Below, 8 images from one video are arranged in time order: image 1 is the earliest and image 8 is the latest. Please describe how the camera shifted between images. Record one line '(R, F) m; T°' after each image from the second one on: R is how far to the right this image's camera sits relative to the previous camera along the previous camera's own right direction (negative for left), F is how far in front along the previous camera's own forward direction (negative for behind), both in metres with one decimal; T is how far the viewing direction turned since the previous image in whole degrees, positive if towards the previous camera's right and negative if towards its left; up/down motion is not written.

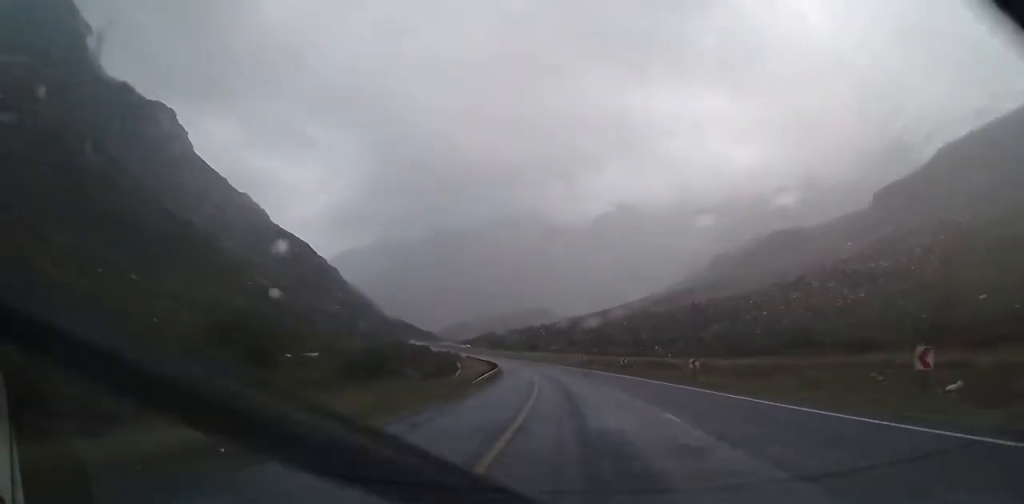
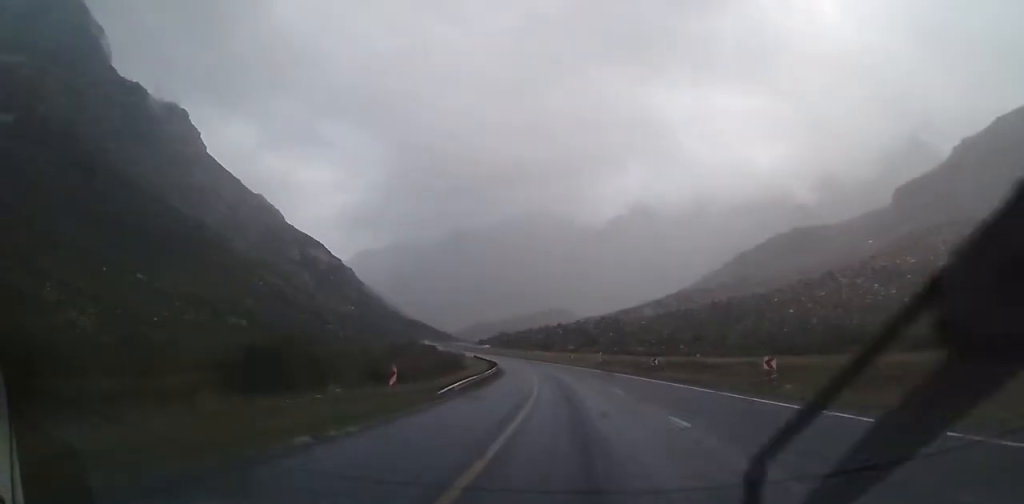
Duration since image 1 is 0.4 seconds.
(+0.5, +12.8) m; -2°
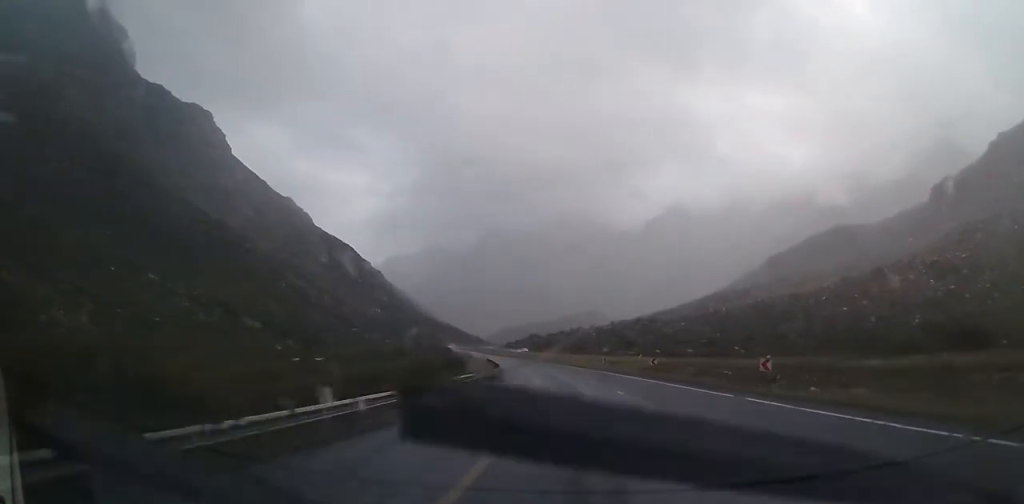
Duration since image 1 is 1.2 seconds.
(-1.7, +23.5) m; -6°
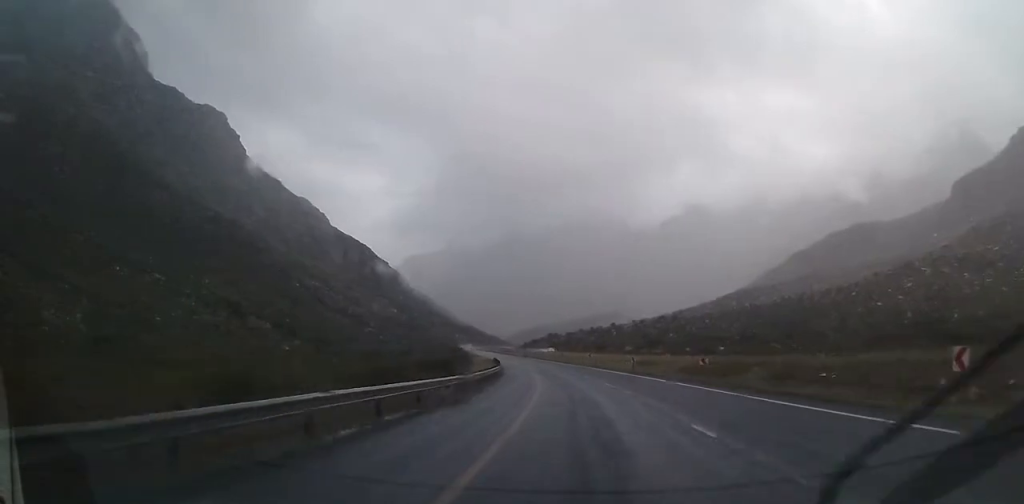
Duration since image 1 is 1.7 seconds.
(-0.5, +13.8) m; -2°
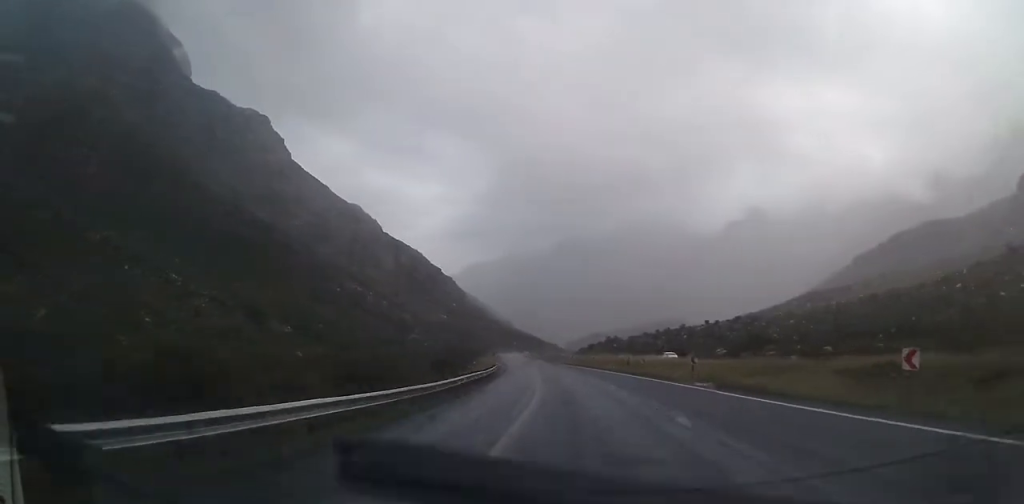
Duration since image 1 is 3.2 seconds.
(-1.8, +45.6) m; -5°
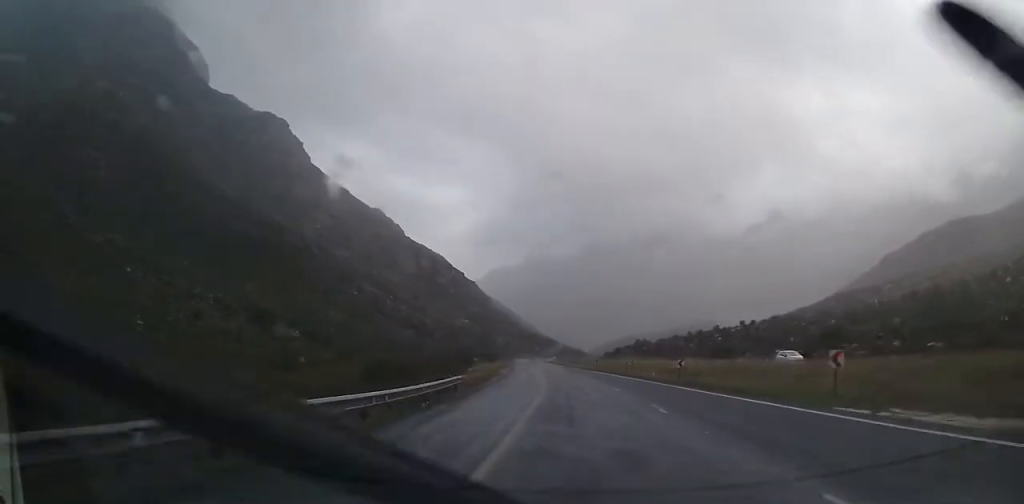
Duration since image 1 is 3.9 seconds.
(-0.6, +20.2) m; -3°
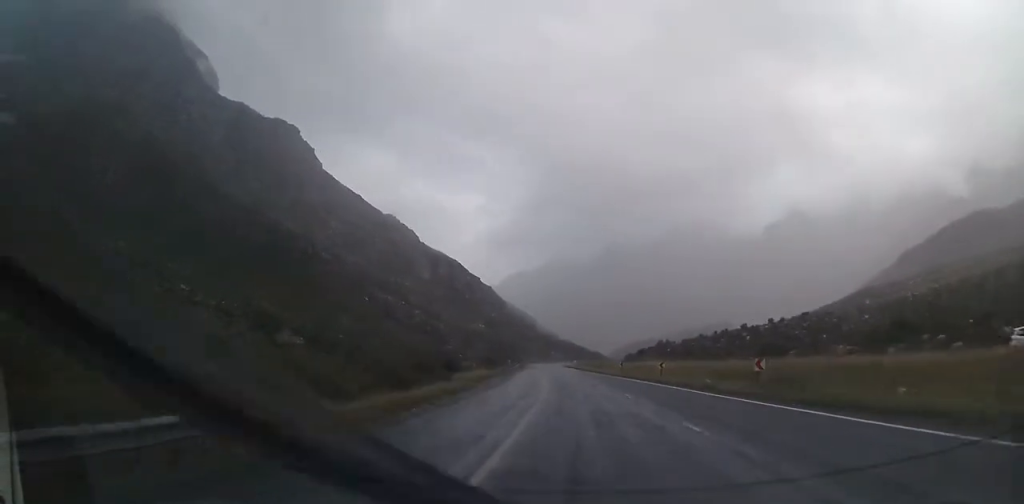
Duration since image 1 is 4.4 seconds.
(-0.1, +16.2) m; -3°
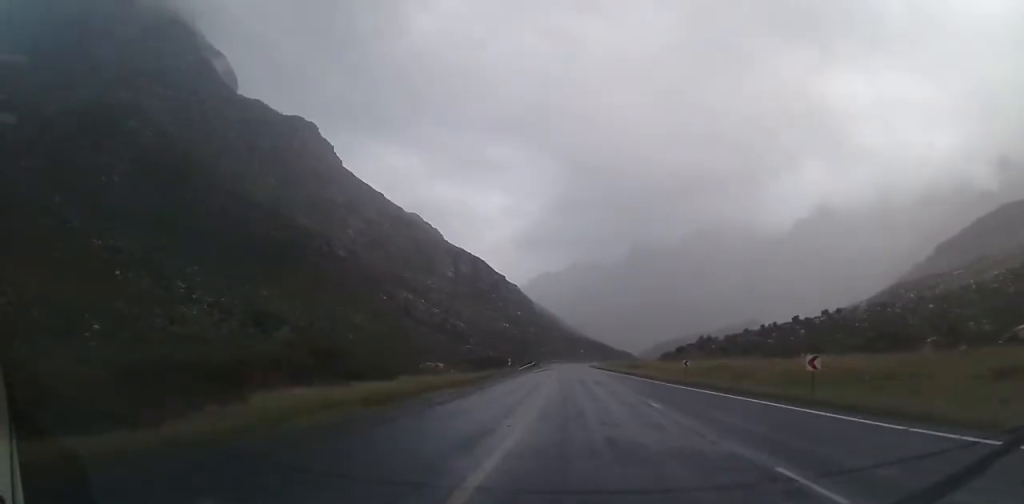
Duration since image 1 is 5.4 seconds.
(-1.3, +30.6) m; -3°
